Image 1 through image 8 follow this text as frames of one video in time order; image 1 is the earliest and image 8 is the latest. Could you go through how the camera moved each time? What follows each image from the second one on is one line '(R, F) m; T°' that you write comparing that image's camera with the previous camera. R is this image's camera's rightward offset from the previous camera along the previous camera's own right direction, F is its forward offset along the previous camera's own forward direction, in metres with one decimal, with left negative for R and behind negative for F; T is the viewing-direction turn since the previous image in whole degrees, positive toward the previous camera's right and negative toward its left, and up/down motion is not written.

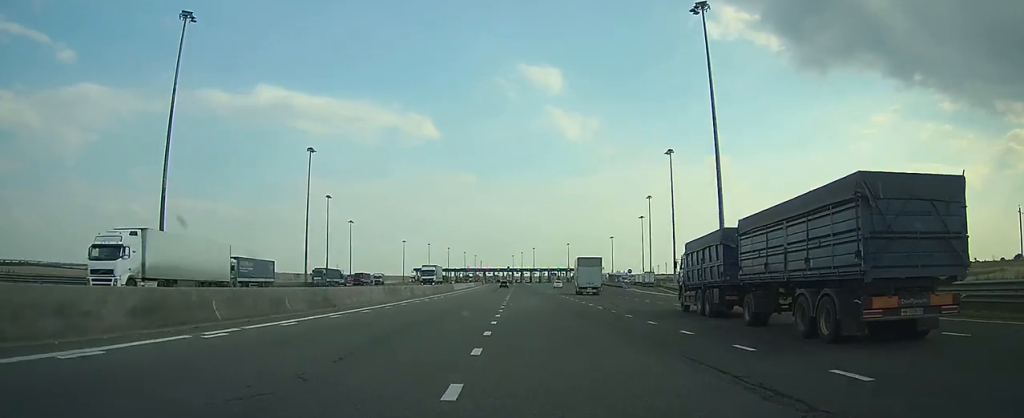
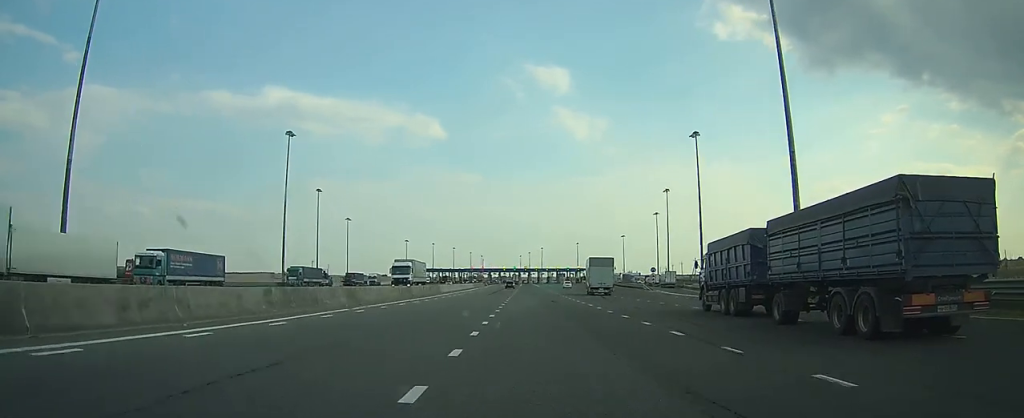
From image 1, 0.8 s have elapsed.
(0.0, +16.0) m; 0°
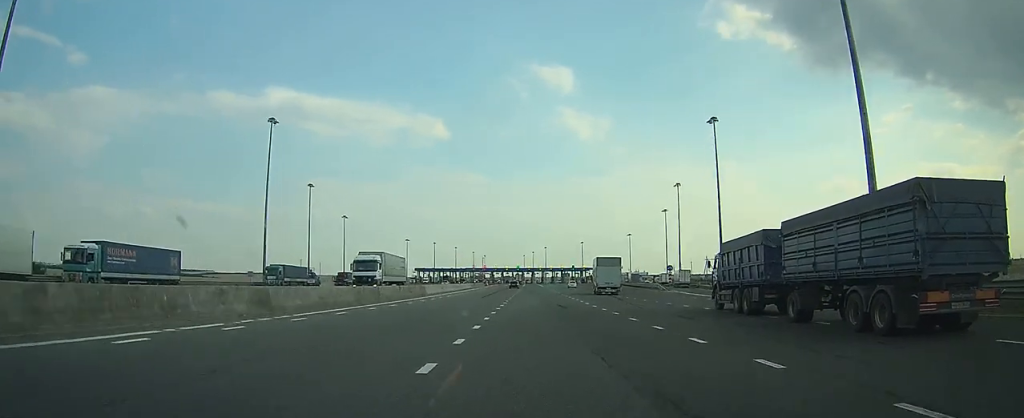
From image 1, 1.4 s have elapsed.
(0.0, +10.2) m; 0°
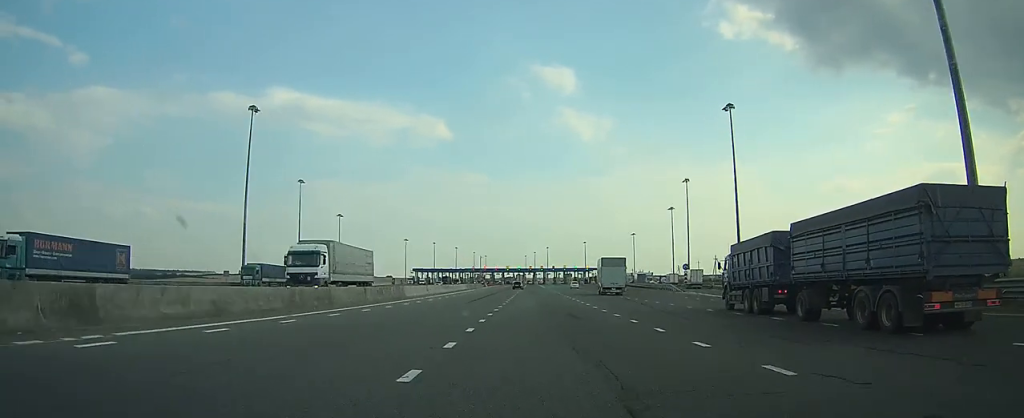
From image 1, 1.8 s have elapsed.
(-0.1, +8.7) m; 0°
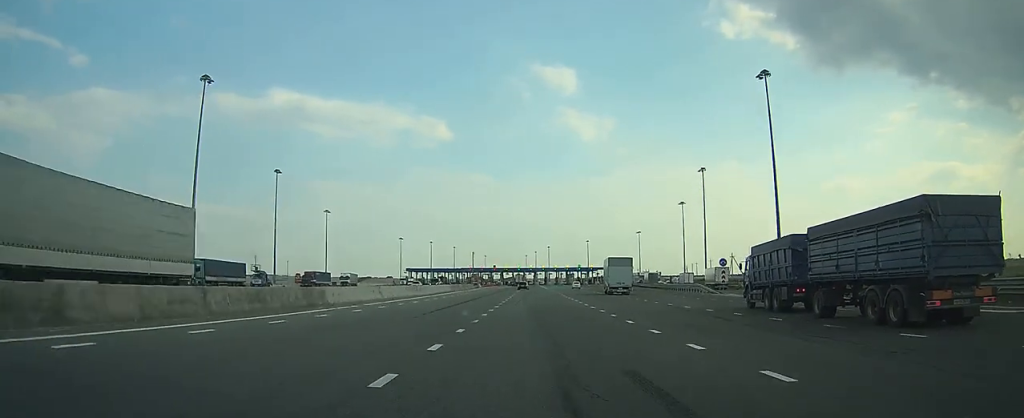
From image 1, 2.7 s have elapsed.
(0.0, +16.5) m; 0°
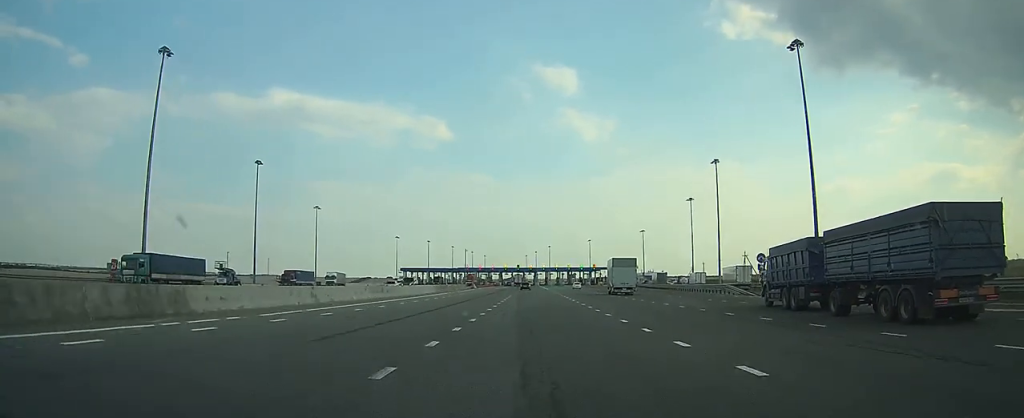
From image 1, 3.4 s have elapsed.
(0.0, +11.4) m; 0°
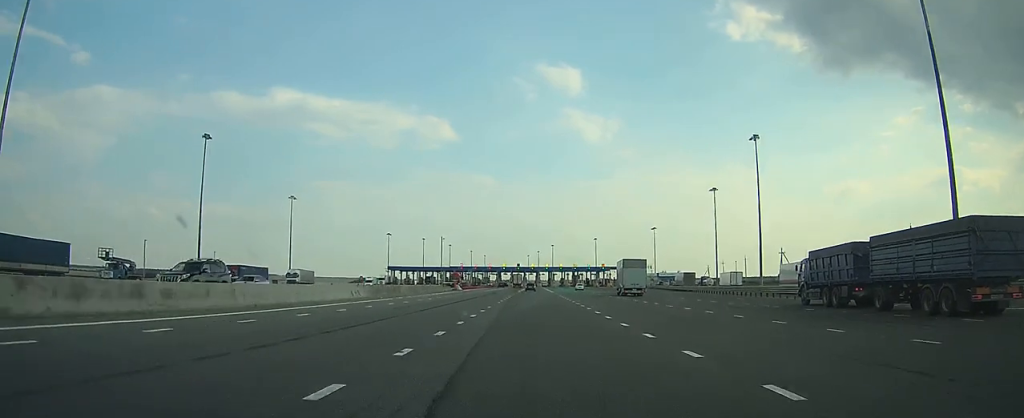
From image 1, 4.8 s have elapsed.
(0.0, +25.3) m; 0°
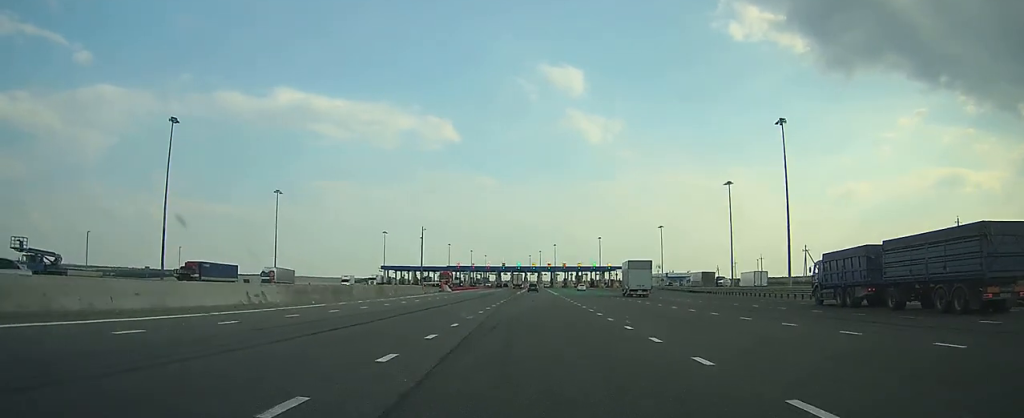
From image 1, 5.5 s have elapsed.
(0.0, +12.8) m; 0°
